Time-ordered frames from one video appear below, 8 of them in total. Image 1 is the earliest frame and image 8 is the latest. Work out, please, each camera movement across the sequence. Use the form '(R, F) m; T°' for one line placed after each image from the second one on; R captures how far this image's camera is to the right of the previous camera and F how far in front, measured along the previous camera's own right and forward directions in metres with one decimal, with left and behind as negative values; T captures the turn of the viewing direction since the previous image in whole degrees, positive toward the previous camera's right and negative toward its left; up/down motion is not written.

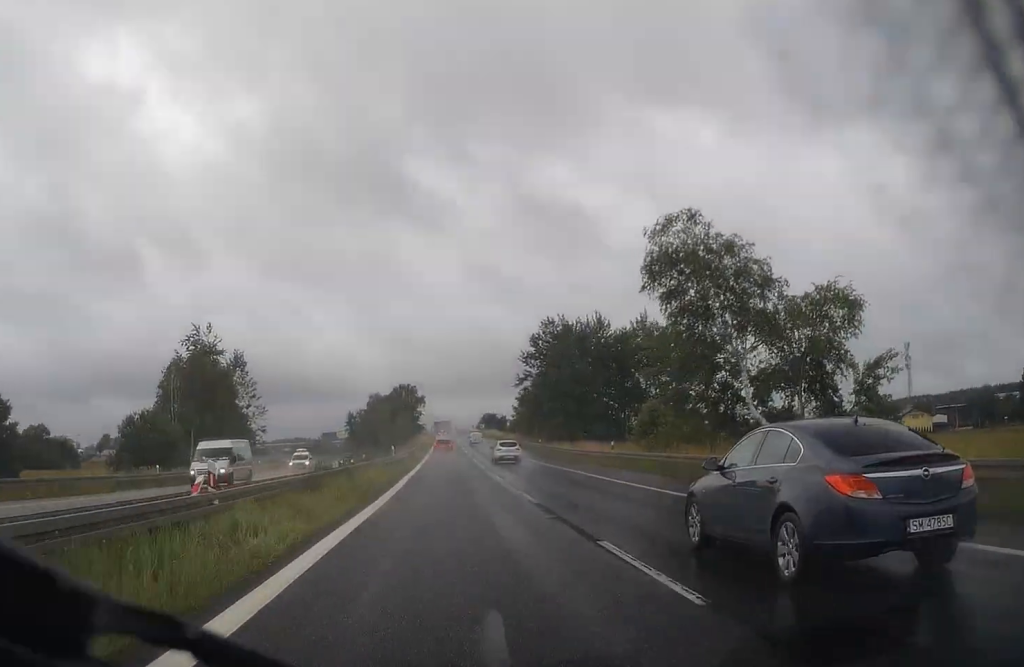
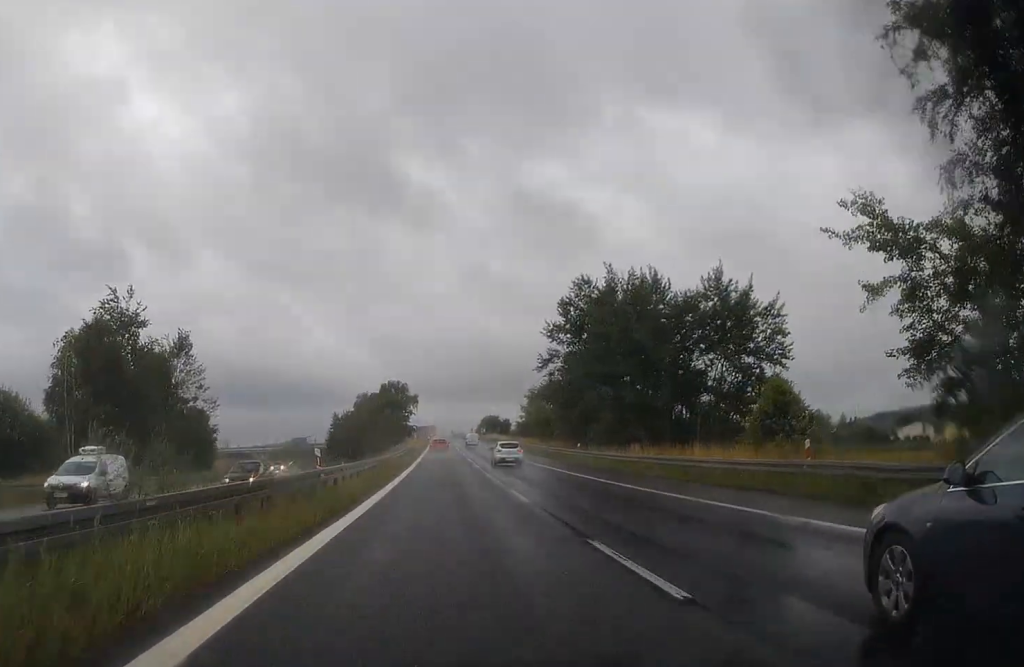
(+0.2, +23.6) m; 0°
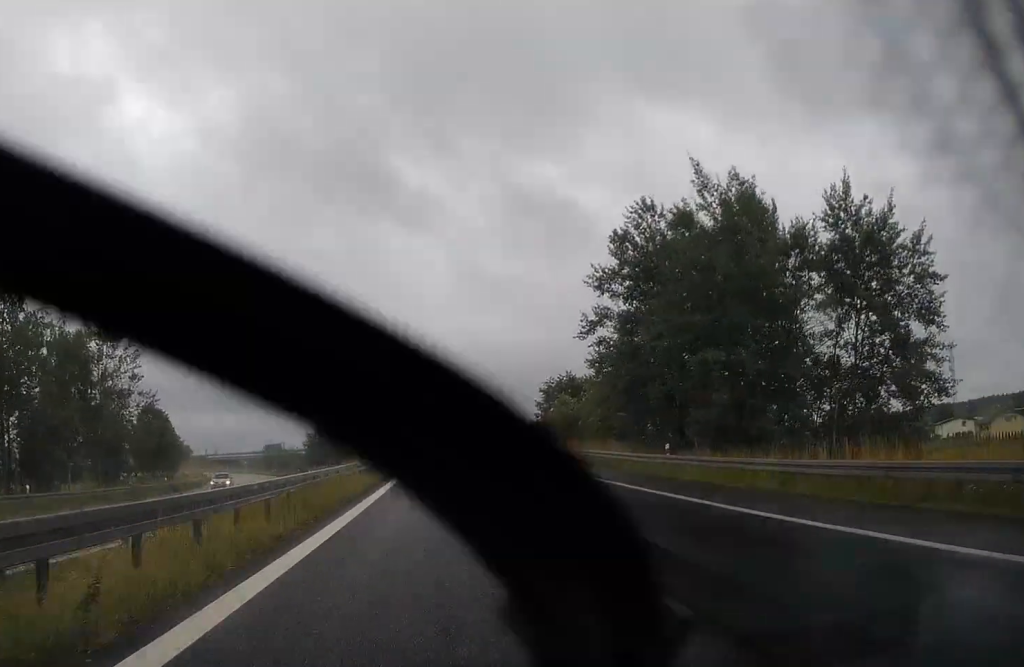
(0.0, +20.3) m; 0°
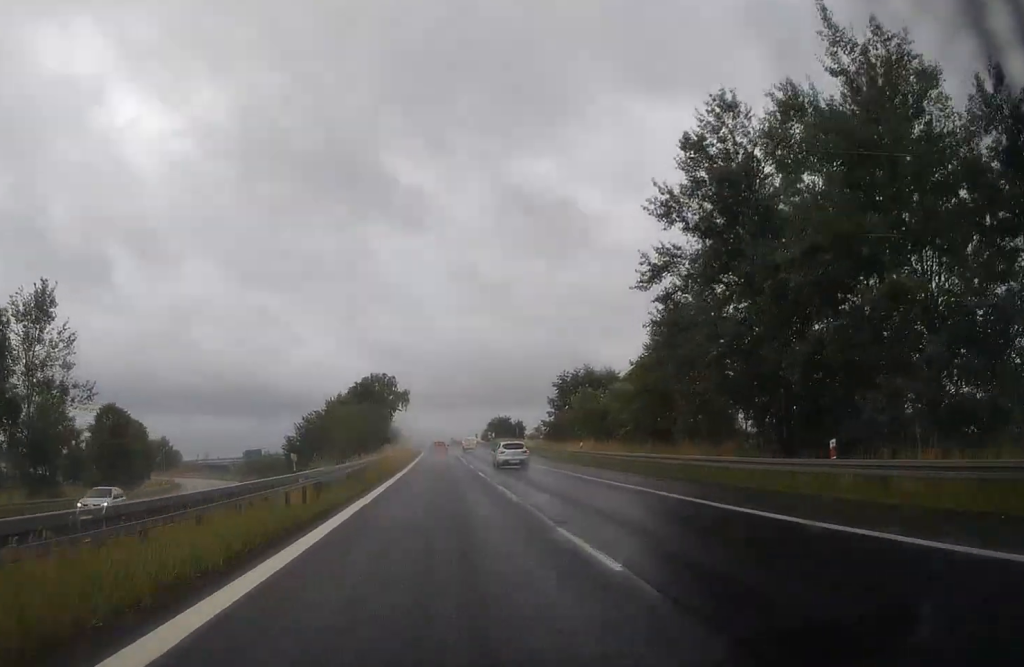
(0.0, +13.5) m; 0°
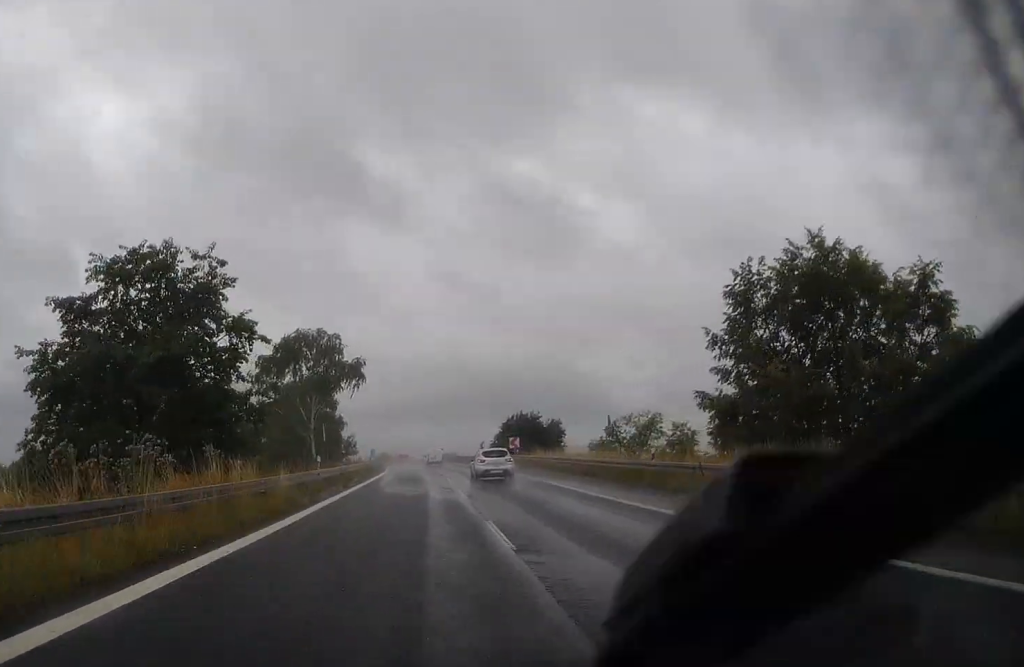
(+0.6, +56.5) m; +1°
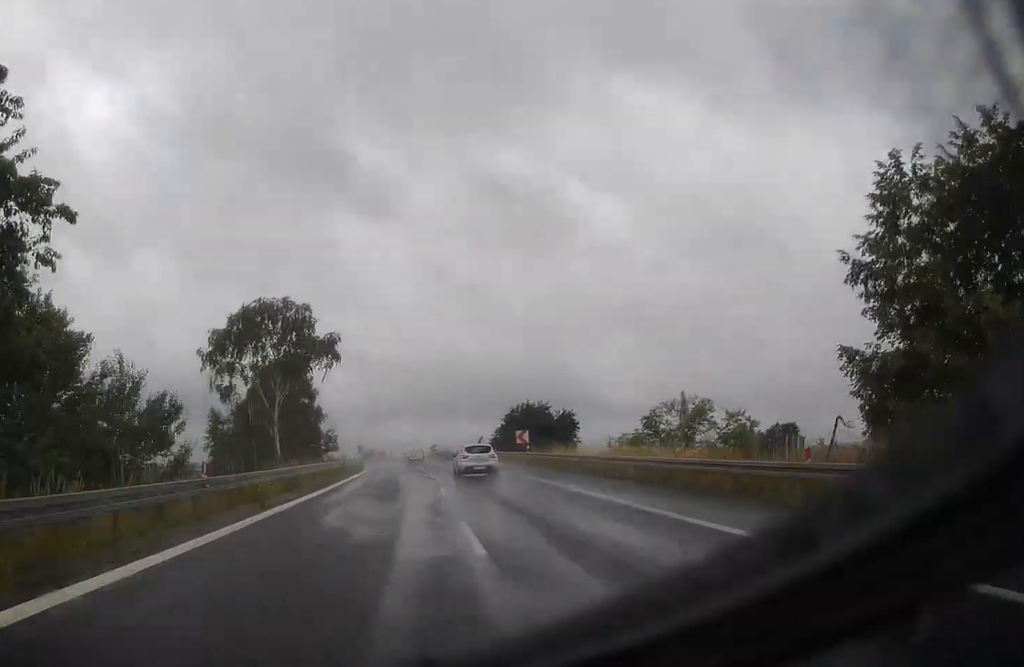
(0.0, +12.6) m; 0°
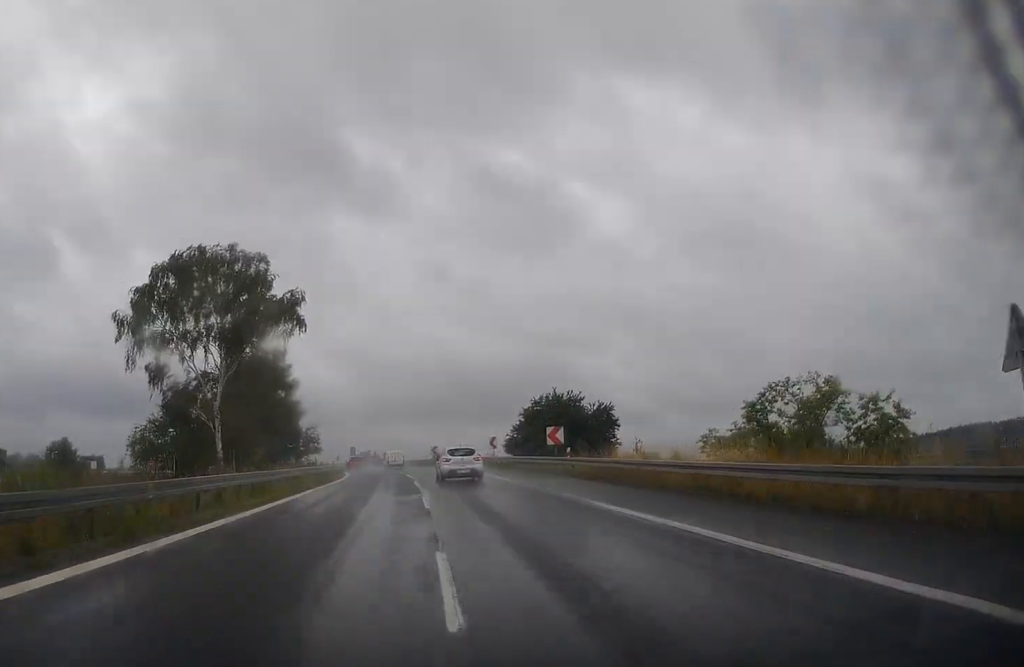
(+0.2, +15.5) m; 0°
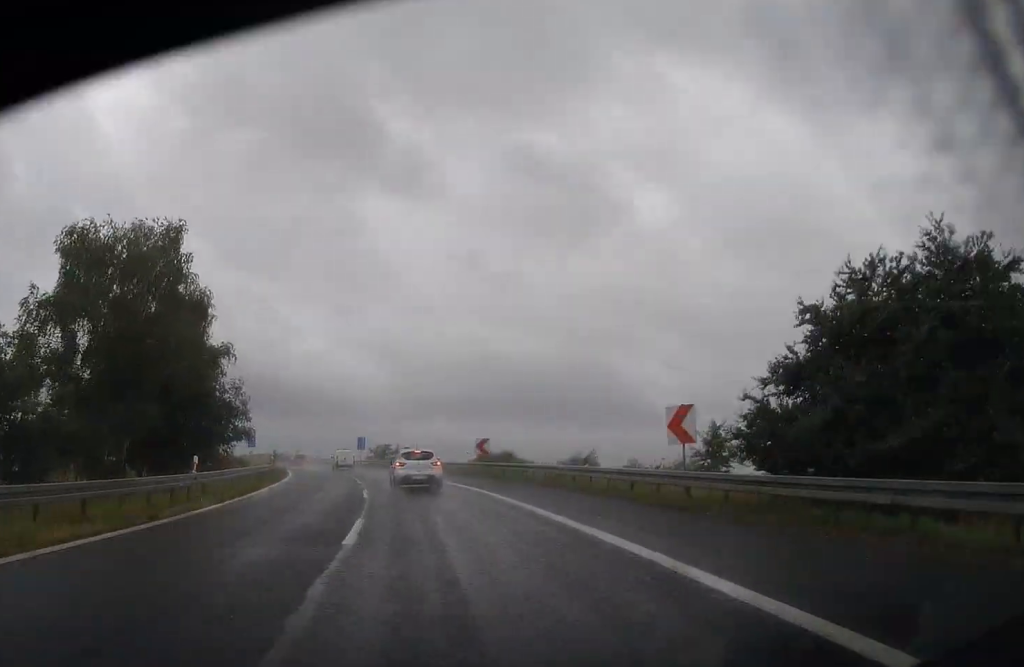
(-1.3, +41.6) m; -4°
